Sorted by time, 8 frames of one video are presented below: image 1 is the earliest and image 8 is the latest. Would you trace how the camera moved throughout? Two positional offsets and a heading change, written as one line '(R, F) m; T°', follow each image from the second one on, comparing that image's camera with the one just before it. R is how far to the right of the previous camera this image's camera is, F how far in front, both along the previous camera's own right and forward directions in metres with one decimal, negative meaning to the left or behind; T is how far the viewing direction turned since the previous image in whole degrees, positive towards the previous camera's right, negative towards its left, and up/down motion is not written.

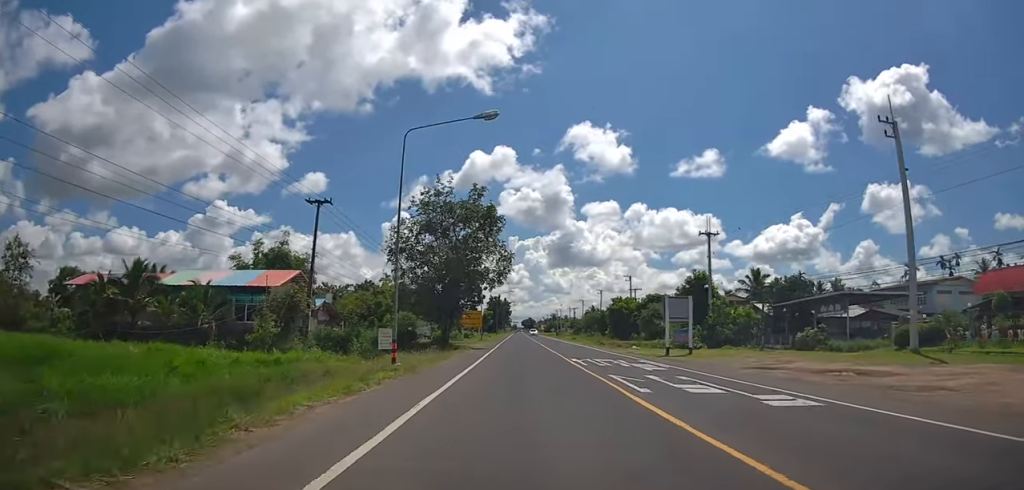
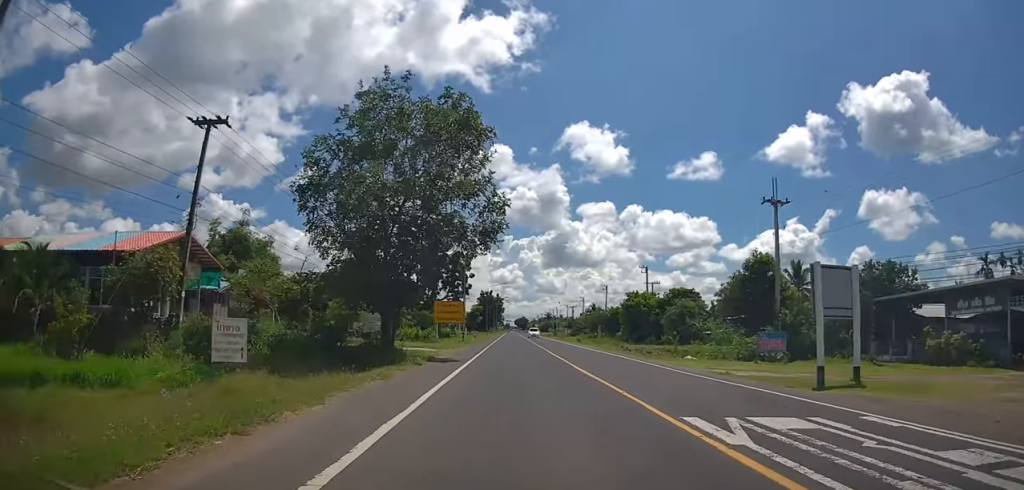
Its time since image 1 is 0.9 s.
(+0.4, +16.9) m; 0°
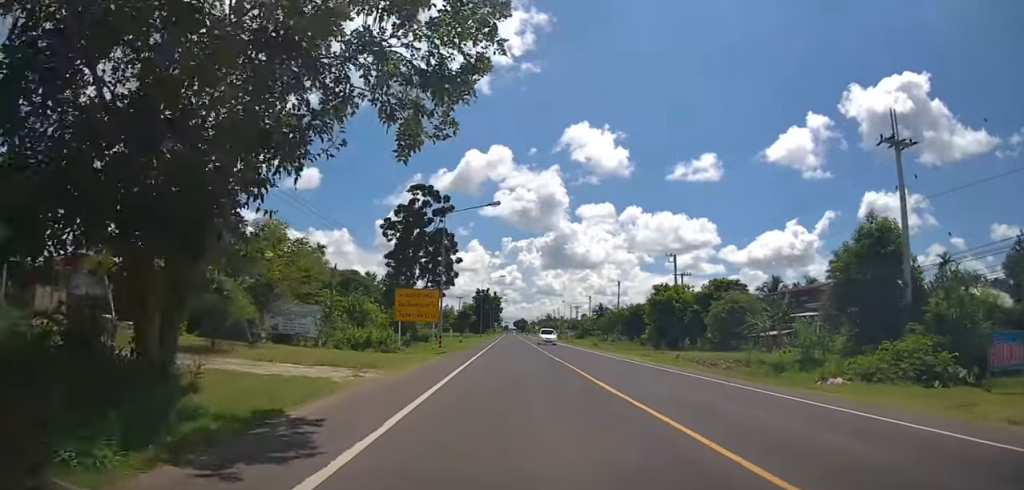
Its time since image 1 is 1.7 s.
(-0.6, +15.6) m; 0°
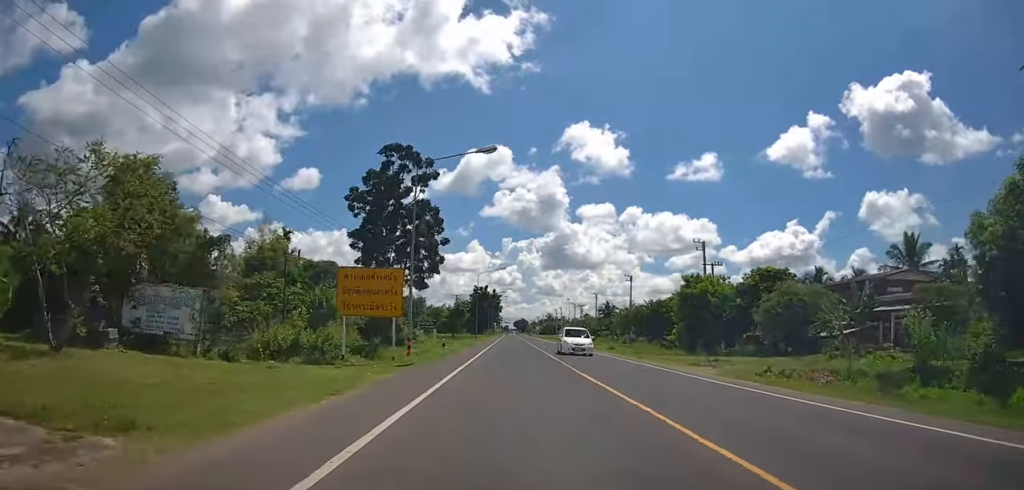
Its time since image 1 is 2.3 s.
(+0.5, +10.8) m; +1°
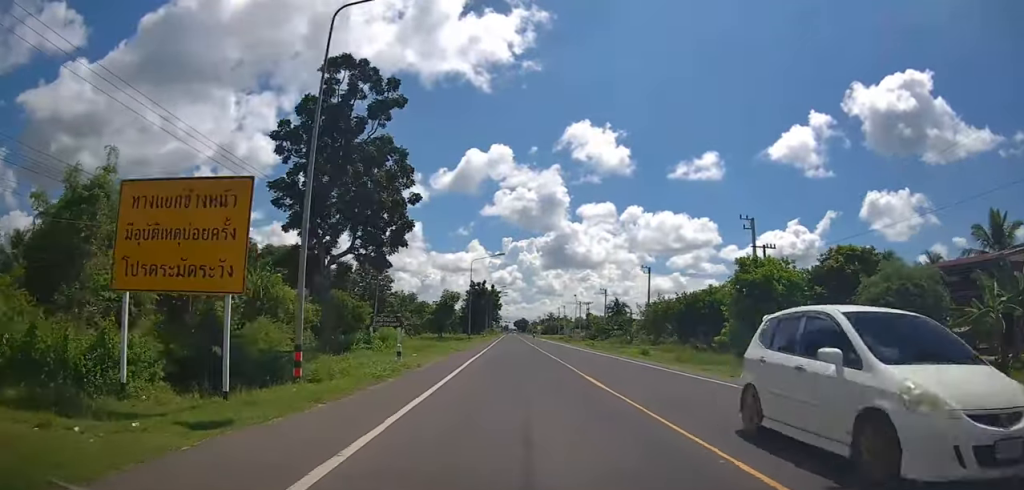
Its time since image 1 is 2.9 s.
(+0.2, +12.8) m; +1°
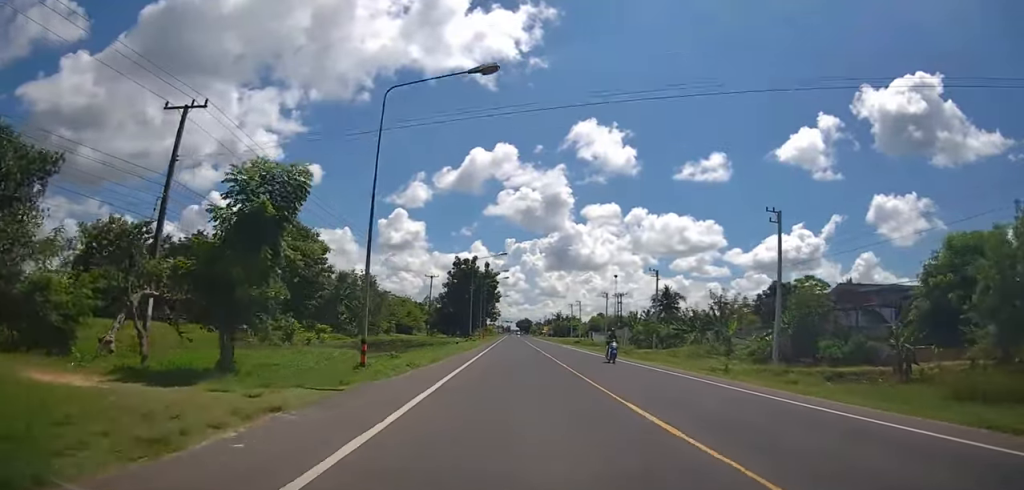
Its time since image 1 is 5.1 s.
(-0.8, +42.1) m; -2°
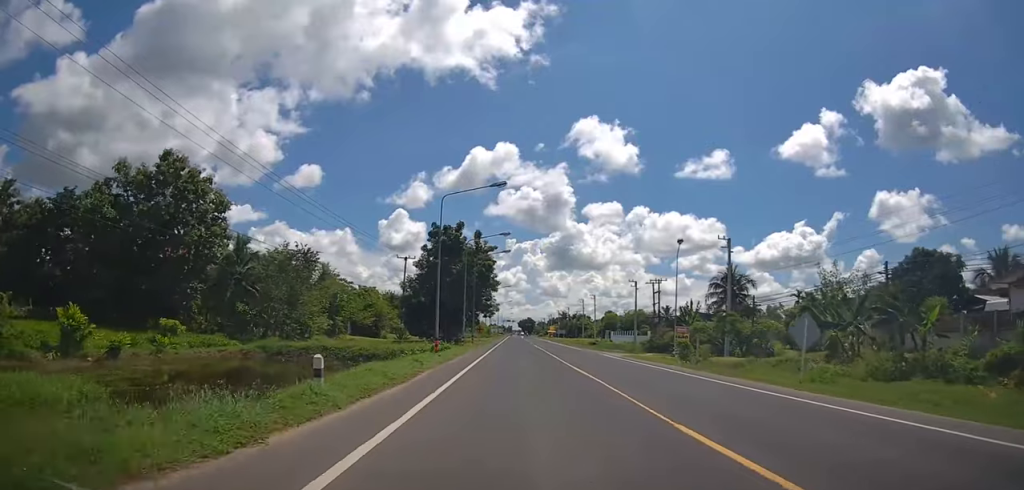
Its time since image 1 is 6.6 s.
(+0.3, +27.2) m; +2°
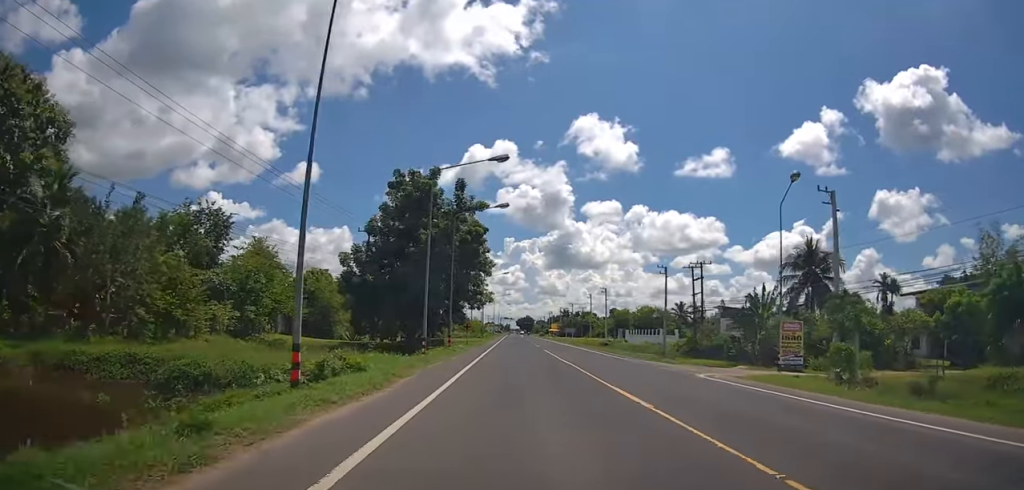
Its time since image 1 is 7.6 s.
(+0.1, +19.7) m; -2°
